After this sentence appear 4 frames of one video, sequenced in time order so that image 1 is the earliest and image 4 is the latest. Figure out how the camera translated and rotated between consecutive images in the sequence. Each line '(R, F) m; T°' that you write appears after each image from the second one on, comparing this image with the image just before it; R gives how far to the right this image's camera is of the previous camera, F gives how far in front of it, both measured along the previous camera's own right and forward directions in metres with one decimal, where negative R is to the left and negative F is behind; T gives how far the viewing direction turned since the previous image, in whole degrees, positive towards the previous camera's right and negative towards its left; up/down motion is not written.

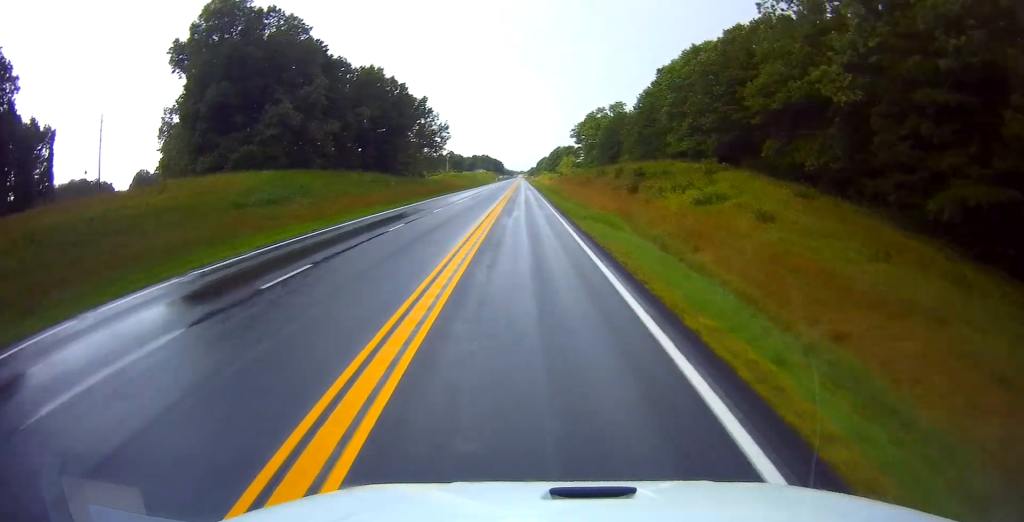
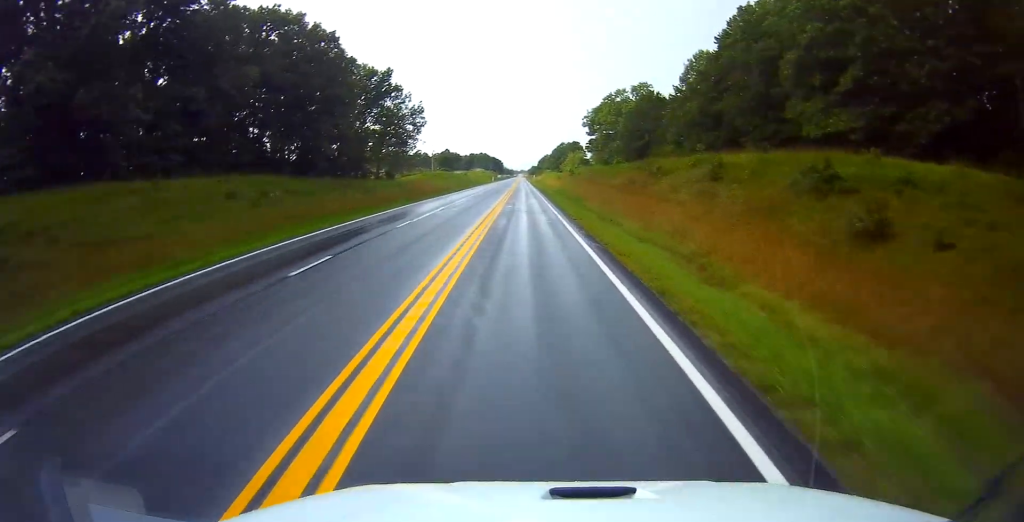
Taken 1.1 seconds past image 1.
(0.0, +34.9) m; 0°
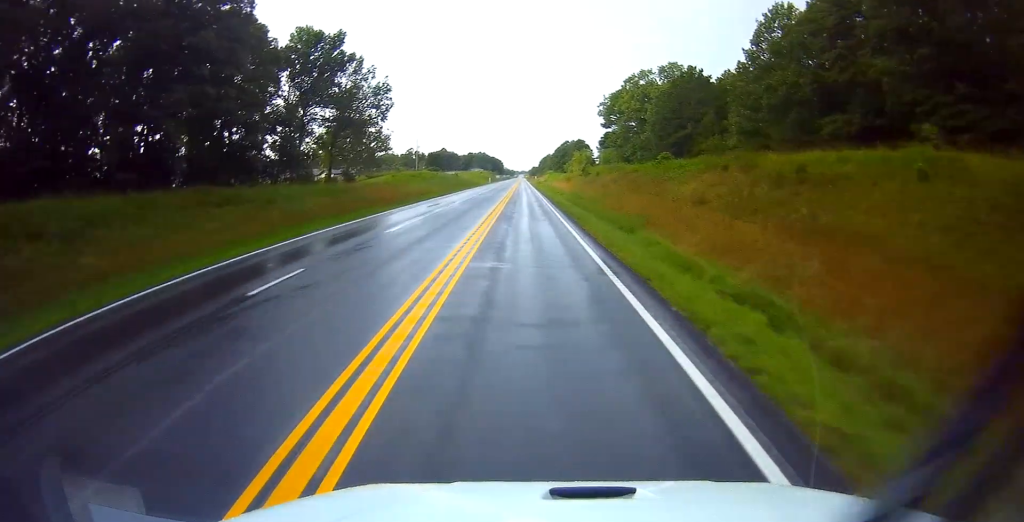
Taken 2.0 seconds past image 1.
(-0.1, +26.7) m; 0°
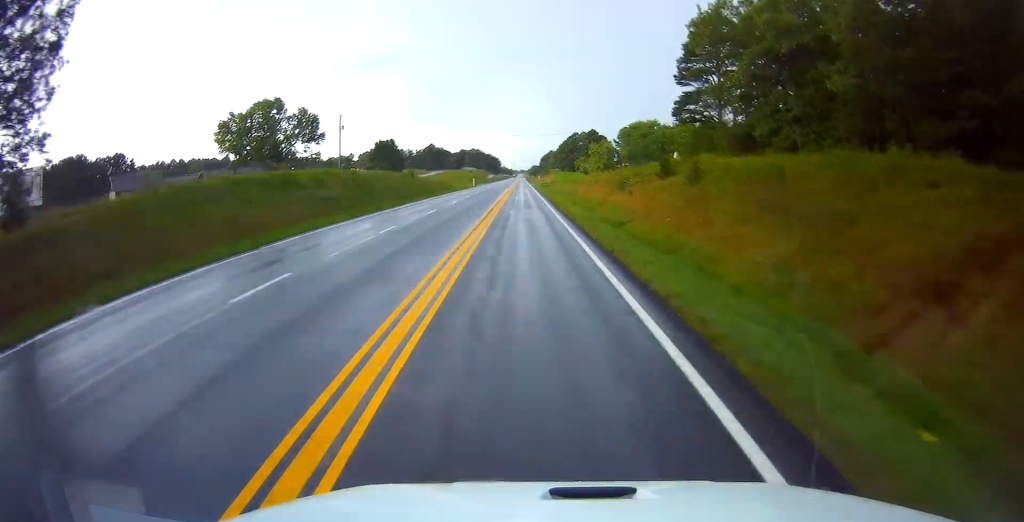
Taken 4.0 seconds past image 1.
(+0.1, +61.1) m; -1°
